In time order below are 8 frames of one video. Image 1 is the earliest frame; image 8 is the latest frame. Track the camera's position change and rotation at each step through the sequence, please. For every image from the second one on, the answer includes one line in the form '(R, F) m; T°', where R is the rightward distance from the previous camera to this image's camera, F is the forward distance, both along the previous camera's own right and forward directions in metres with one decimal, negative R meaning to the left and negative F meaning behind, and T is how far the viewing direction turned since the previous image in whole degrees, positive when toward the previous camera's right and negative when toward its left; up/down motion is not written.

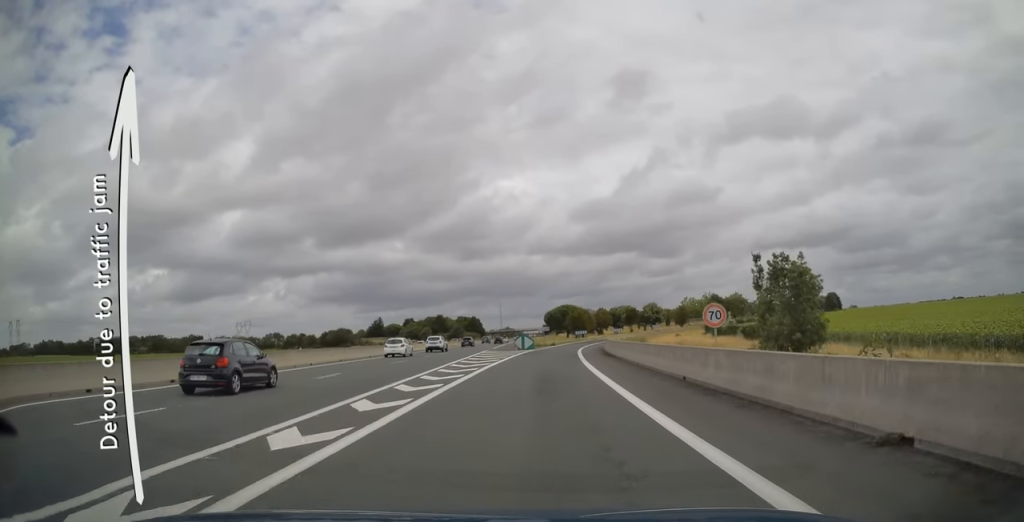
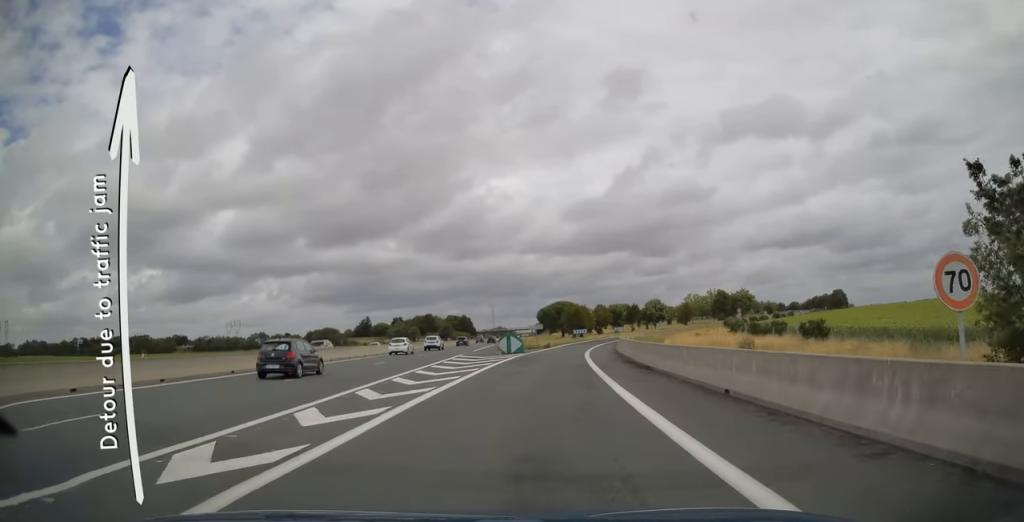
(+0.1, +13.8) m; +1°
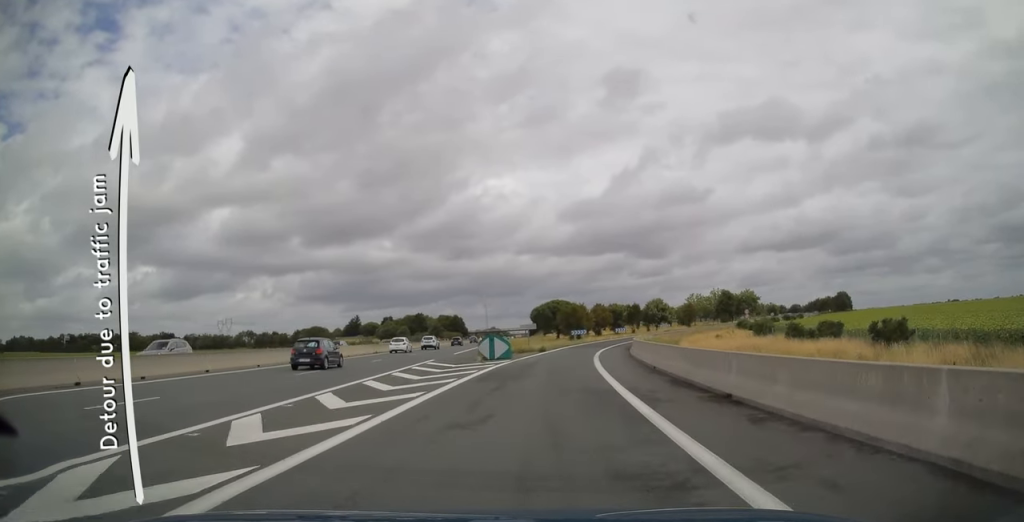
(0.0, +10.1) m; +1°
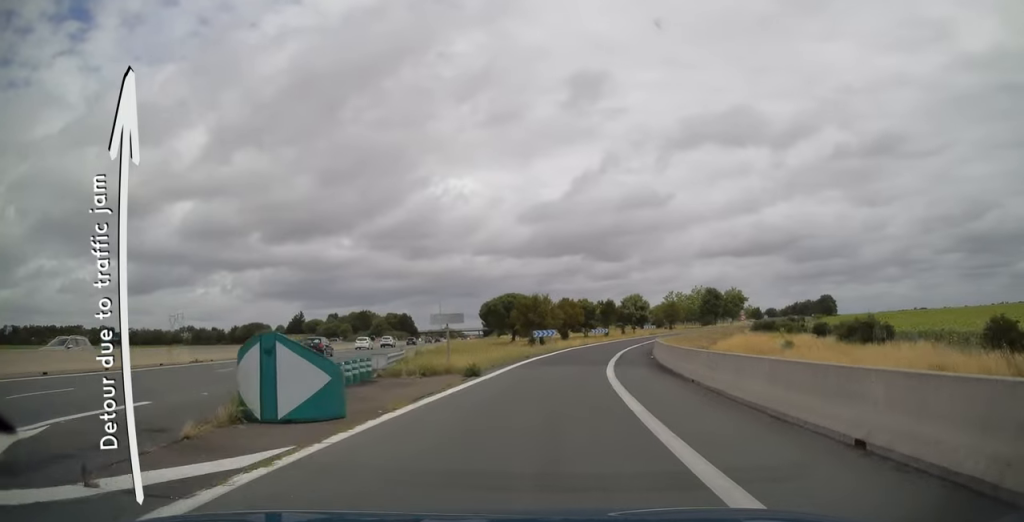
(+0.9, +25.0) m; +5°
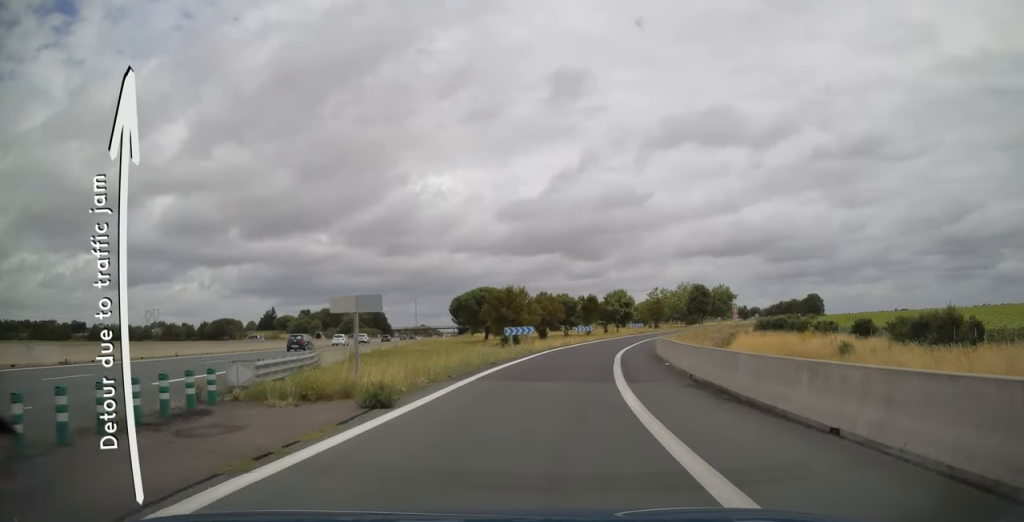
(+0.3, +8.9) m; +2°
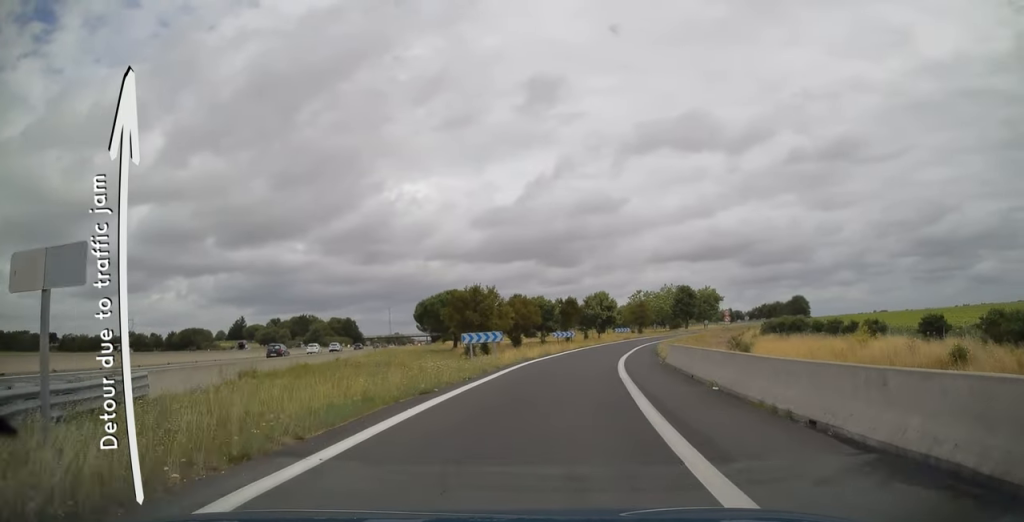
(+0.1, +9.2) m; +2°
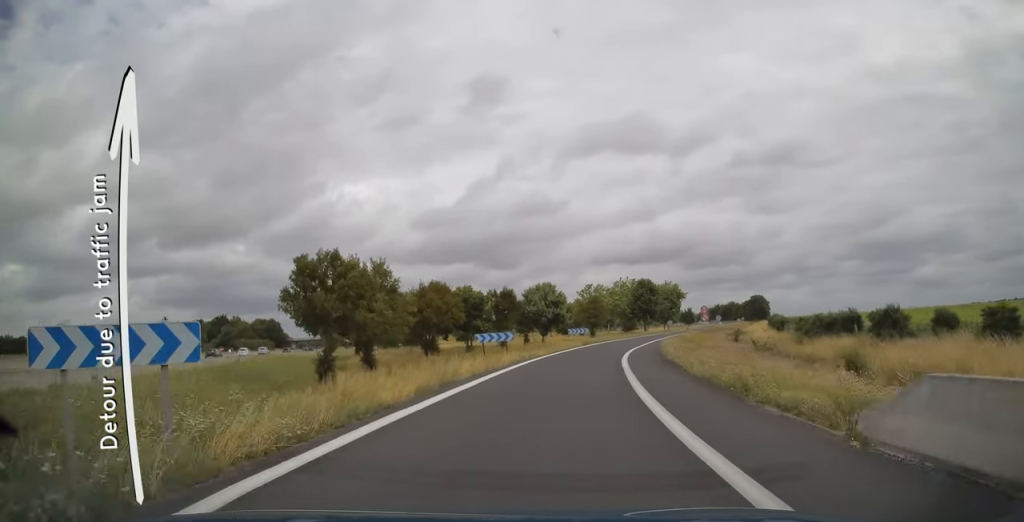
(+1.0, +20.6) m; +5°
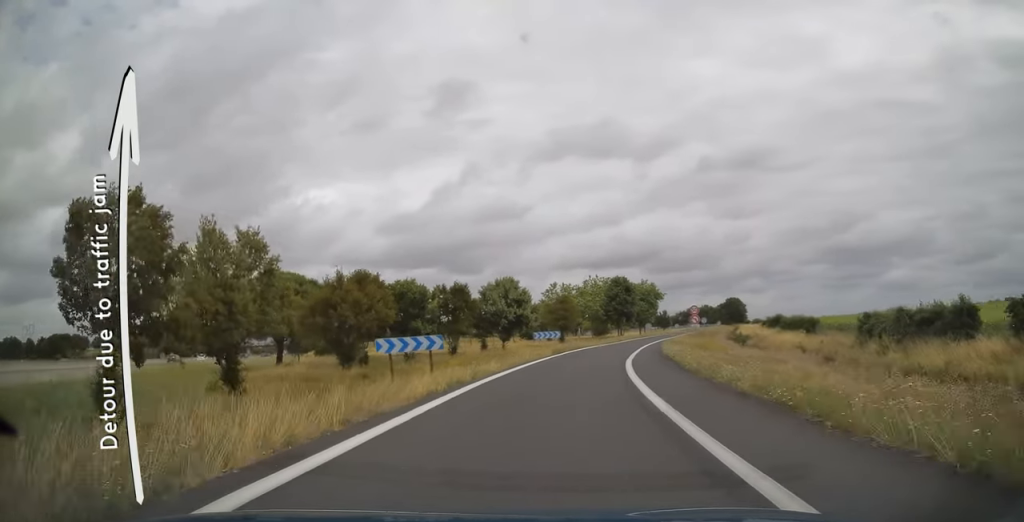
(+0.4, +12.3) m; +3°
